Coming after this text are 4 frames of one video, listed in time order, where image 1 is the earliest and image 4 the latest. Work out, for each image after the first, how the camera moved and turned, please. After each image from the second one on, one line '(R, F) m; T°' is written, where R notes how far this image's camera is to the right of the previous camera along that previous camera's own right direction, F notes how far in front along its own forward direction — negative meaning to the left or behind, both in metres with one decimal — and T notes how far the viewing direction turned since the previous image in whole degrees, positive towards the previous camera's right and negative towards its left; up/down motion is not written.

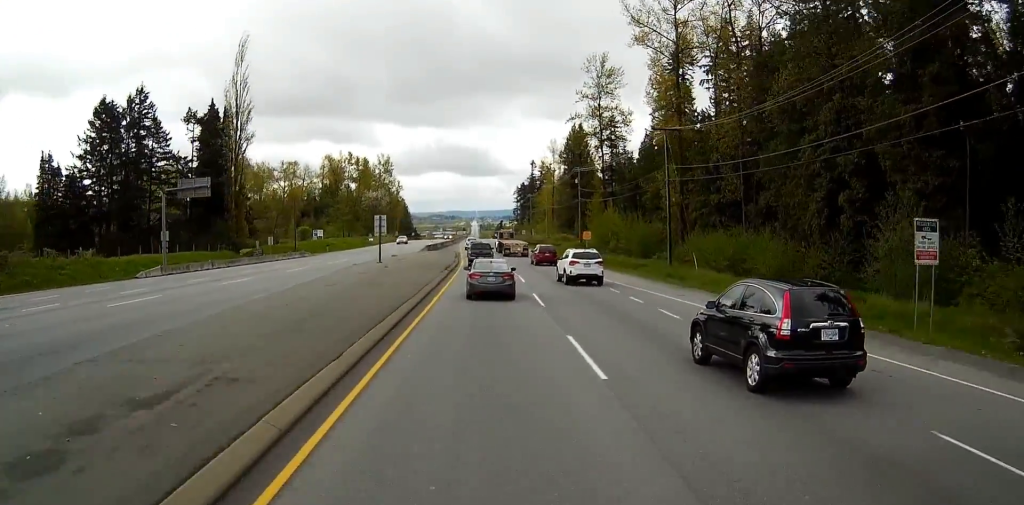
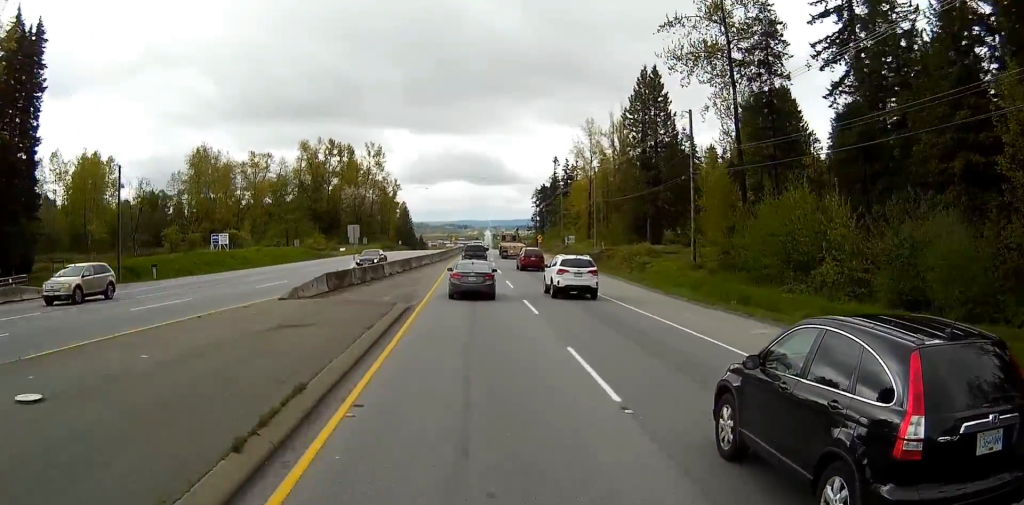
(-0.5, +66.7) m; -1°
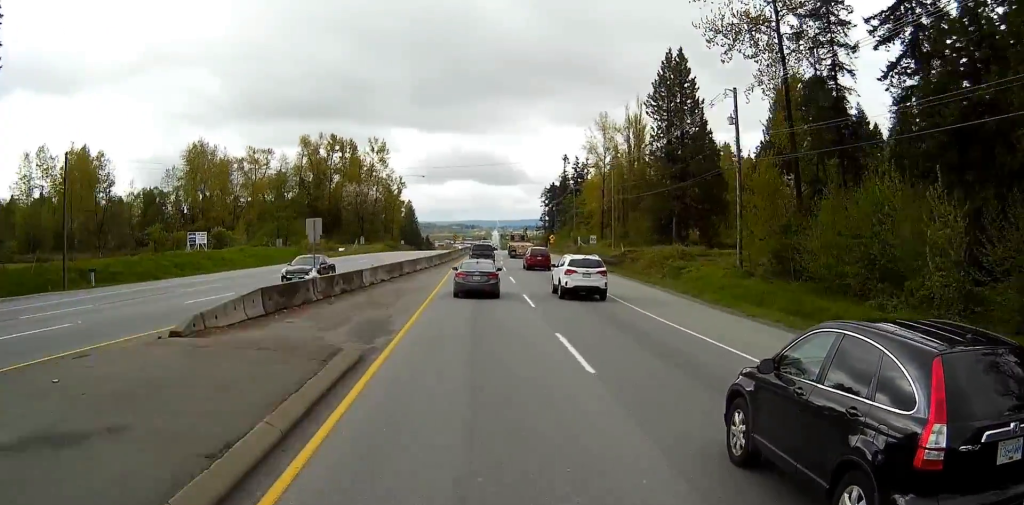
(-0.1, +9.7) m; 0°
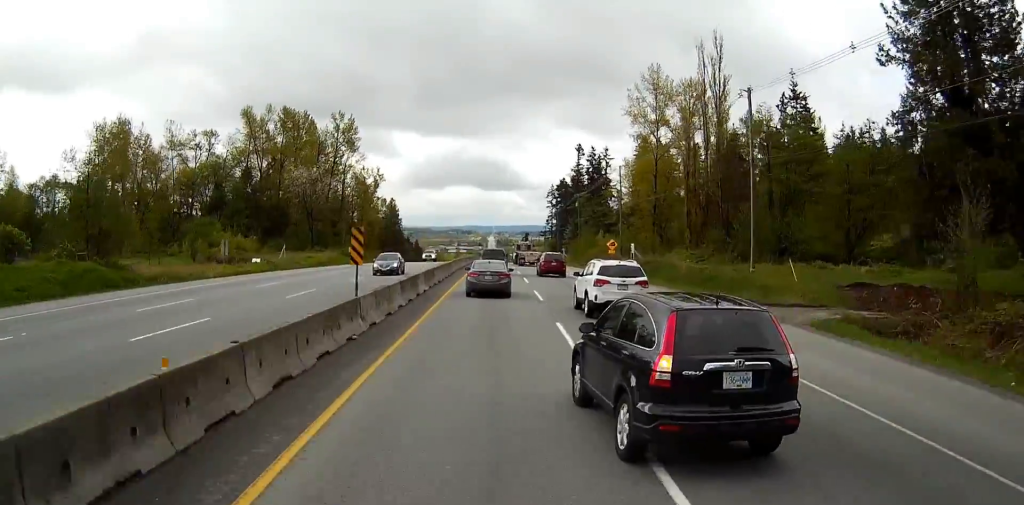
(-0.3, +62.2) m; +1°
